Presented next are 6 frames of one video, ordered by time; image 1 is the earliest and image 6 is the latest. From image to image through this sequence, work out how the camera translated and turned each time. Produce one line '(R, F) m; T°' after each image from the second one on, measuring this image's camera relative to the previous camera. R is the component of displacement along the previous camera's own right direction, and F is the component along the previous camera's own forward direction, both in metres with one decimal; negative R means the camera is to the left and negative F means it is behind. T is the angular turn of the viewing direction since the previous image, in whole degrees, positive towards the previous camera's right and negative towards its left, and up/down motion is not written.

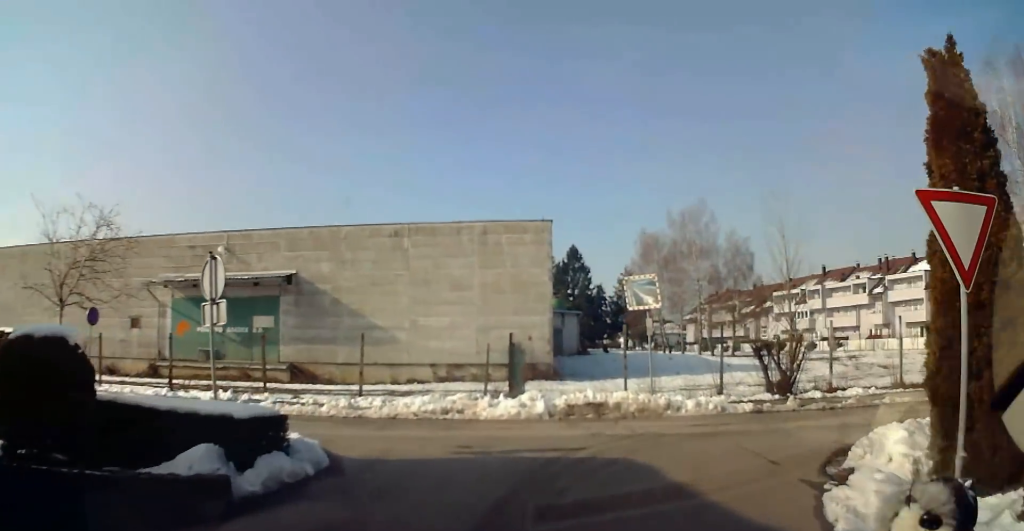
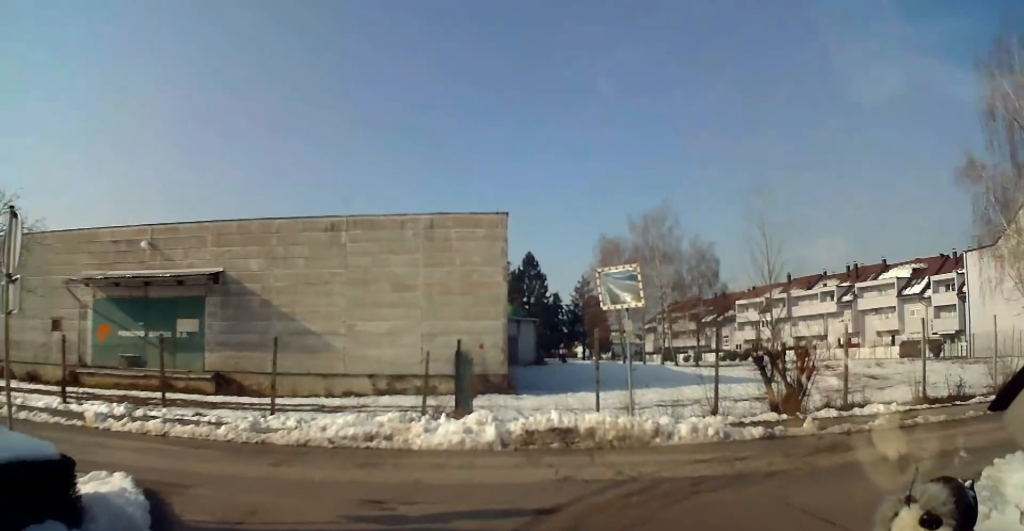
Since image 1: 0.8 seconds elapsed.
(0.0, +4.2) m; -1°
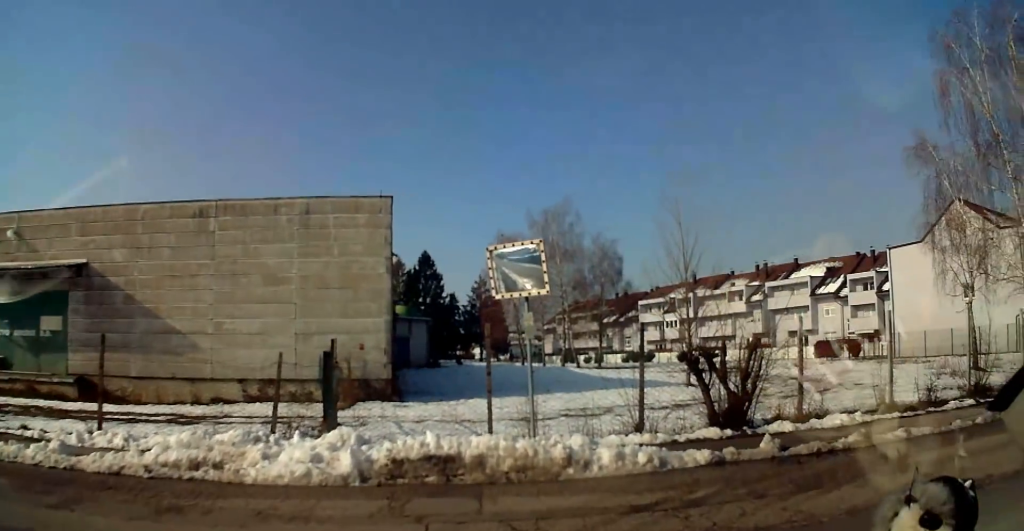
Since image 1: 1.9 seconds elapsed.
(-0.2, +4.5) m; +5°
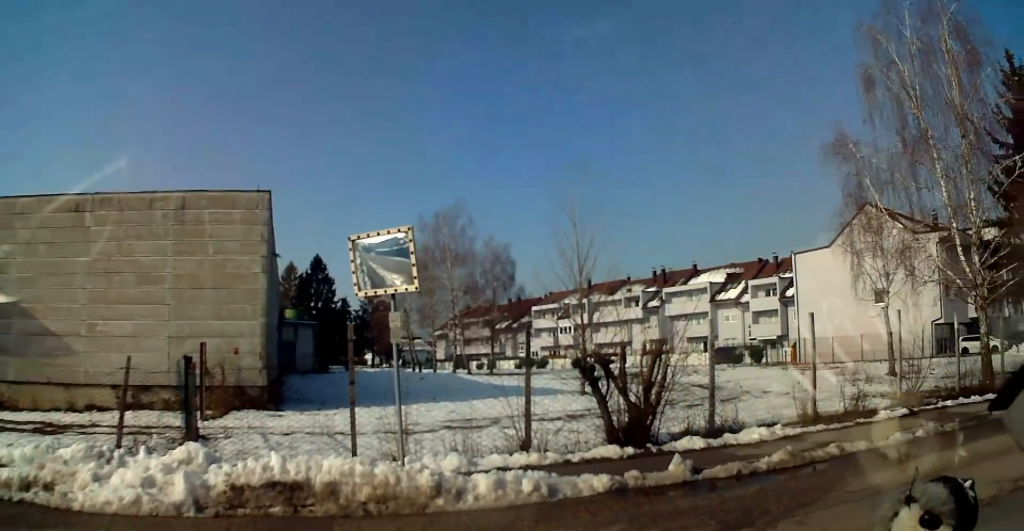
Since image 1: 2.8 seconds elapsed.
(+0.3, +2.4) m; +19°
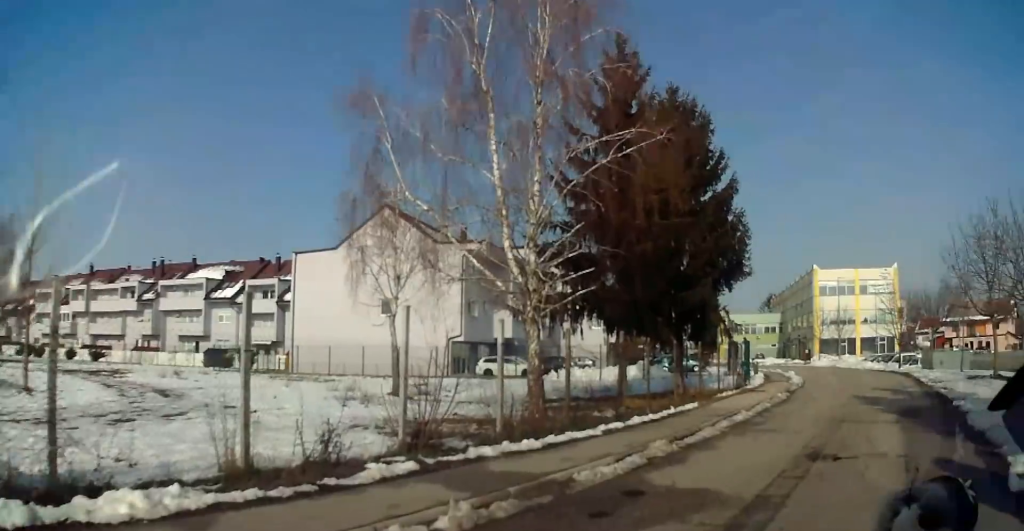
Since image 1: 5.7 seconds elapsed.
(+2.9, +4.0) m; +61°
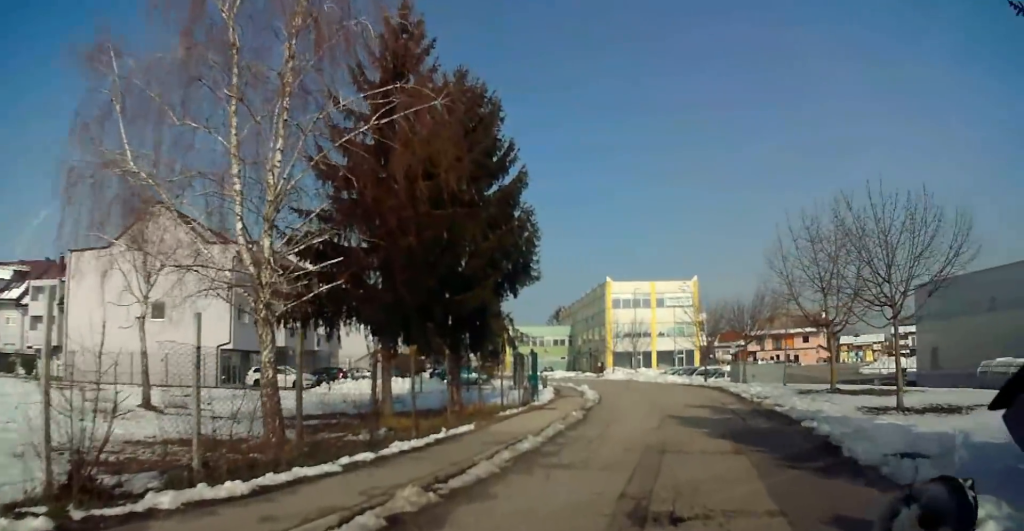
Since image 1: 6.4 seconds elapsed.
(+0.4, +2.3) m; +5°
